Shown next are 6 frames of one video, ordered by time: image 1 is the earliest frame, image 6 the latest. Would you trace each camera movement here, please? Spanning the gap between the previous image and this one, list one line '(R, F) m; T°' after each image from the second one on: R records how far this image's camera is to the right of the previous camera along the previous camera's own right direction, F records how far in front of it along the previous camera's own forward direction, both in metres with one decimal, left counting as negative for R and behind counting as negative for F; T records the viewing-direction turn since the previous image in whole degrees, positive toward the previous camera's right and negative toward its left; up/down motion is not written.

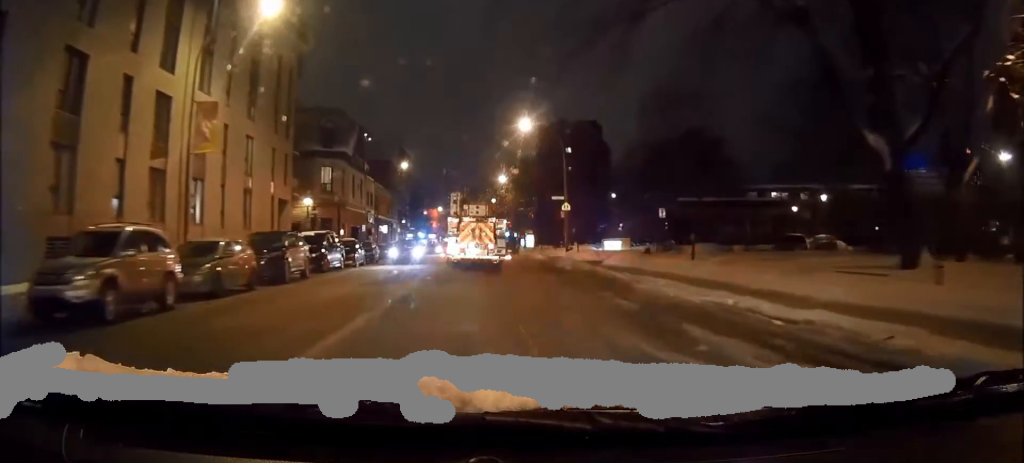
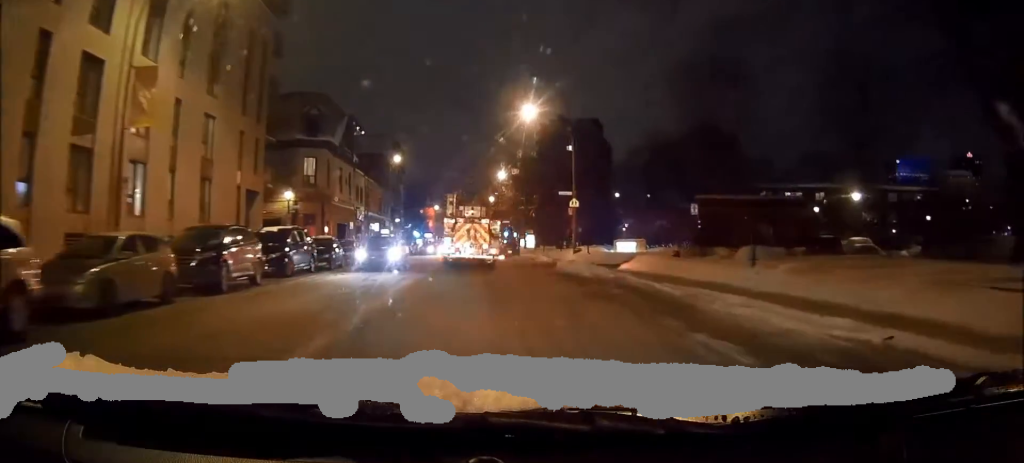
(+0.1, +5.2) m; +1°
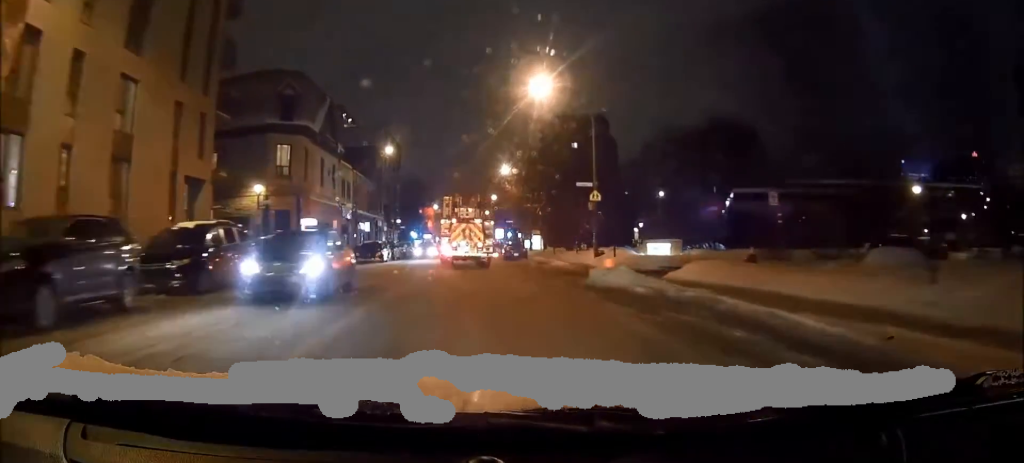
(-0.1, +7.9) m; -1°
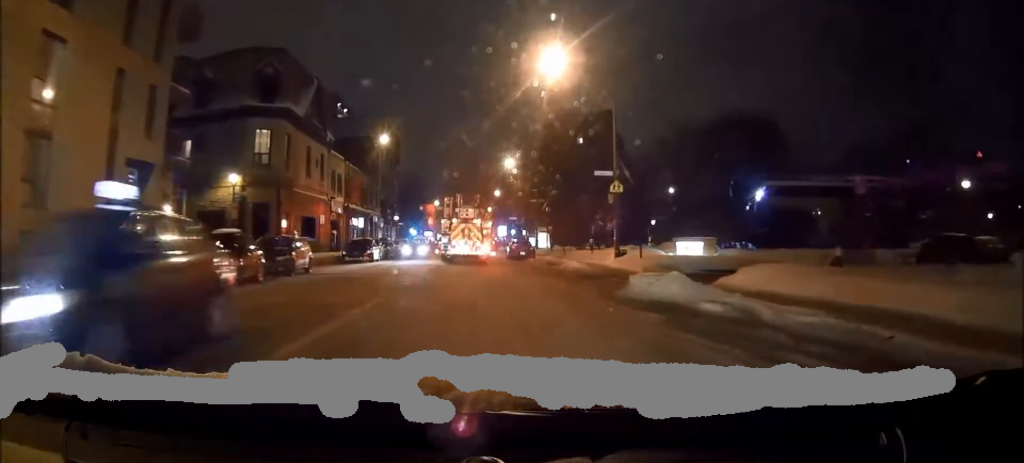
(0.0, +5.3) m; 0°
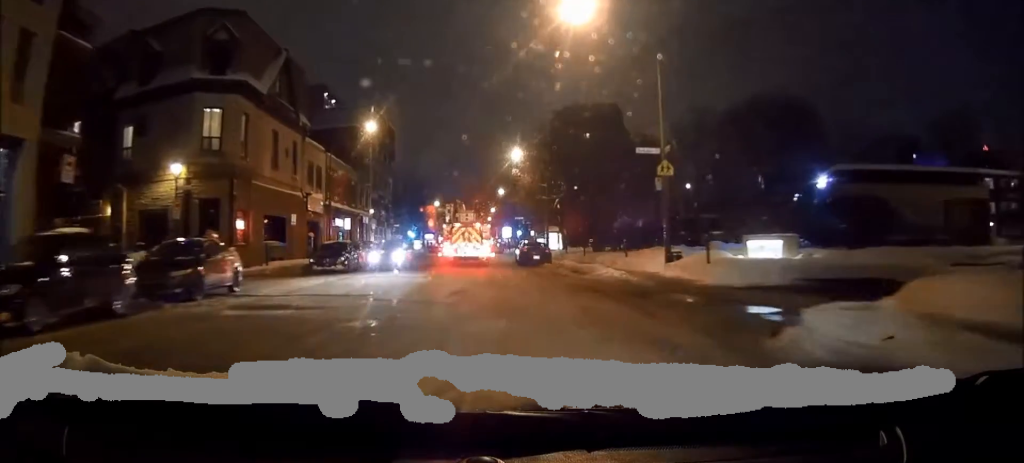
(-0.1, +8.6) m; -1°
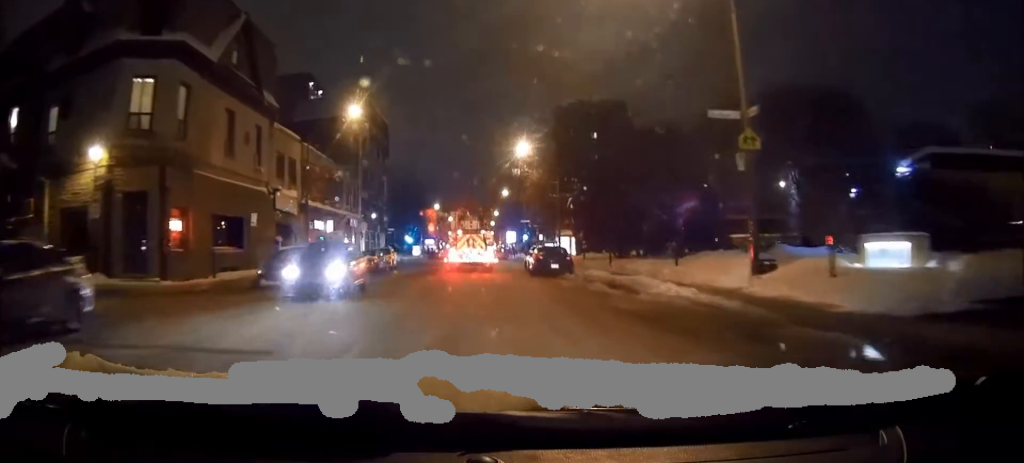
(0.0, +7.9) m; 0°
